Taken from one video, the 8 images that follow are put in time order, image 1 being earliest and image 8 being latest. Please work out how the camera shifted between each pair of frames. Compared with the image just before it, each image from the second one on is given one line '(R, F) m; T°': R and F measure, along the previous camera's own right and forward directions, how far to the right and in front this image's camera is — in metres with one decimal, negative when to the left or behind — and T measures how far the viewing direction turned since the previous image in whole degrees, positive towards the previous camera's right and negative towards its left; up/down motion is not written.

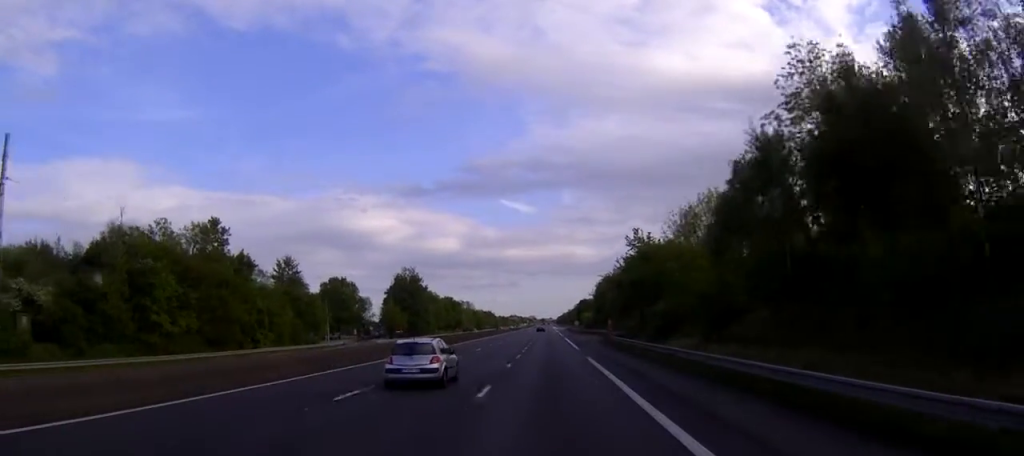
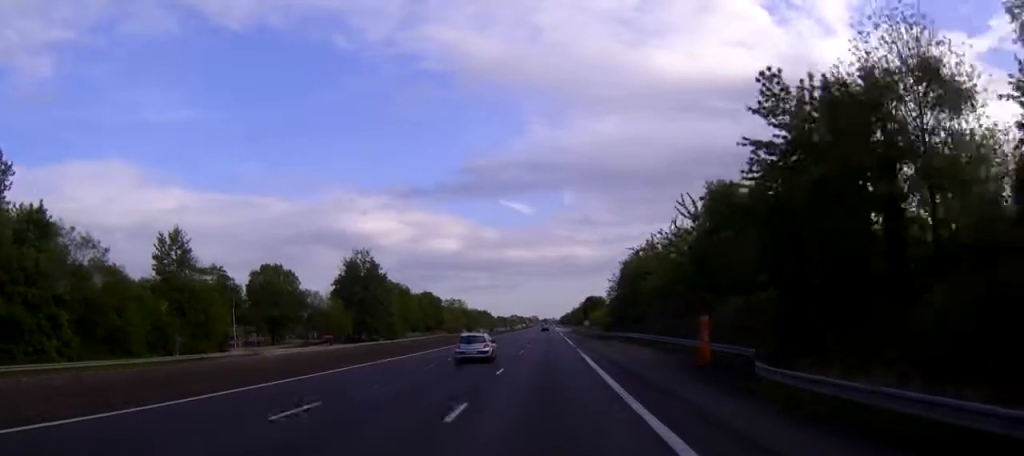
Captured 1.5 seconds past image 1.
(0.0, +43.5) m; 0°
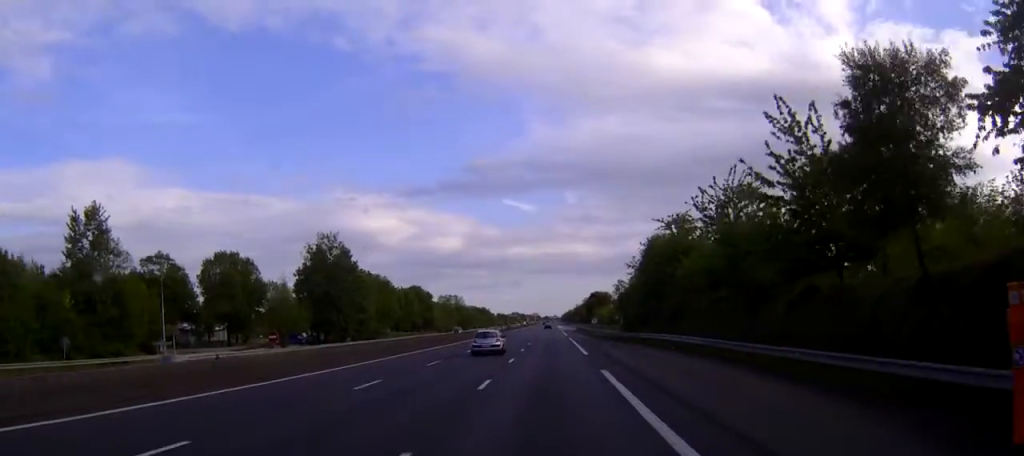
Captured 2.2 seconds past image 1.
(0.0, +19.8) m; 0°
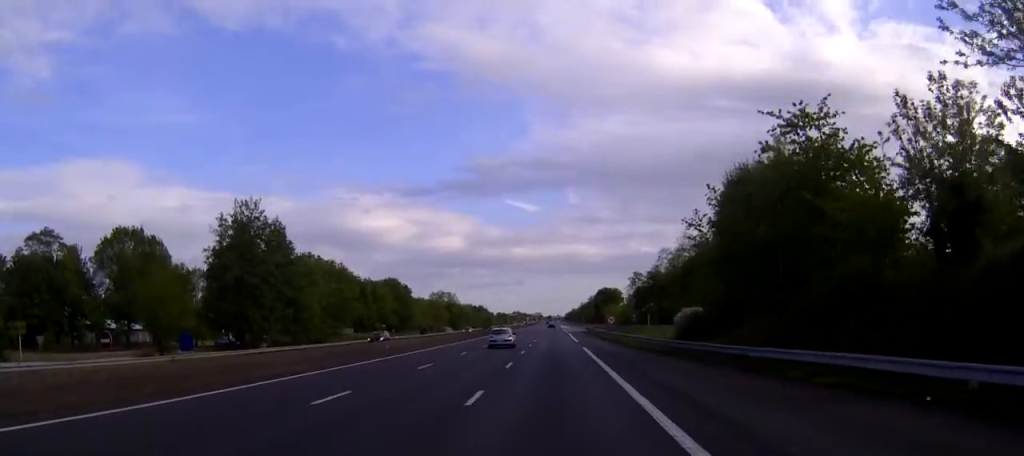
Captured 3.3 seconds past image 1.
(-0.1, +30.2) m; 0°
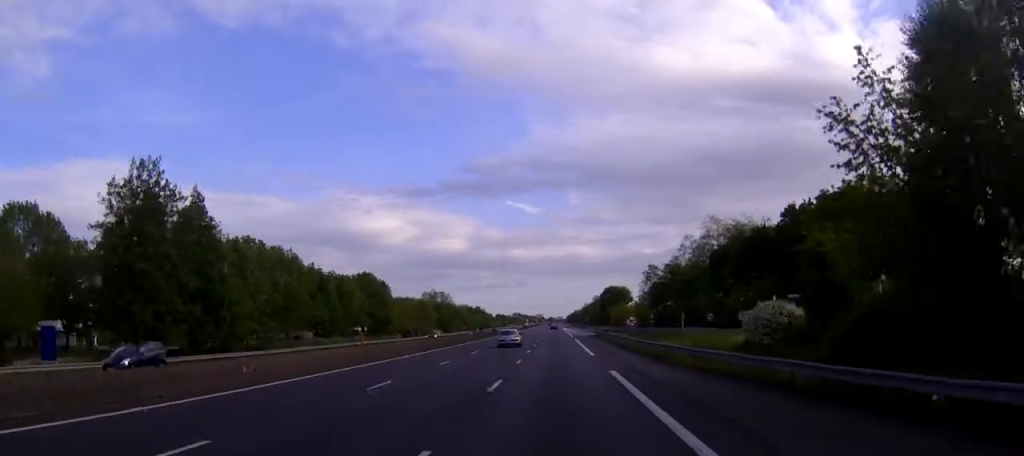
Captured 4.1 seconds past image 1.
(0.0, +21.6) m; 0°
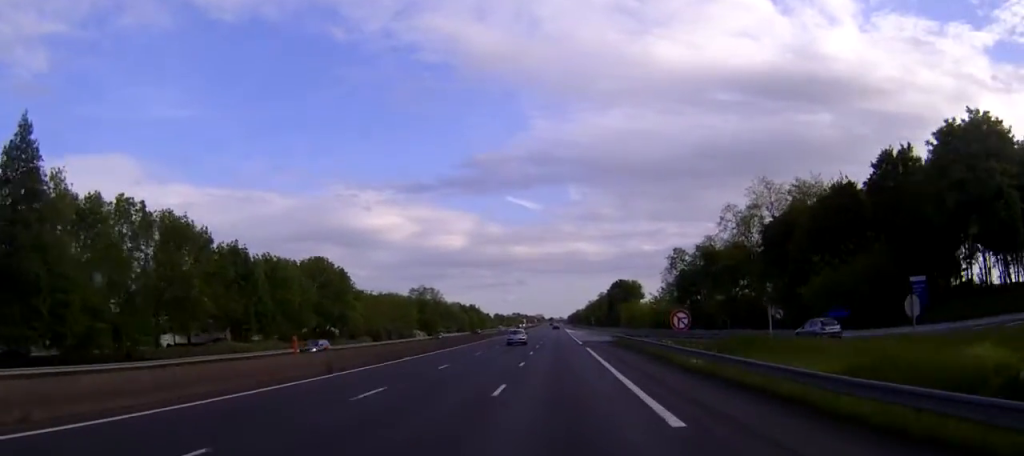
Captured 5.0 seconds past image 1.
(0.0, +26.4) m; 0°
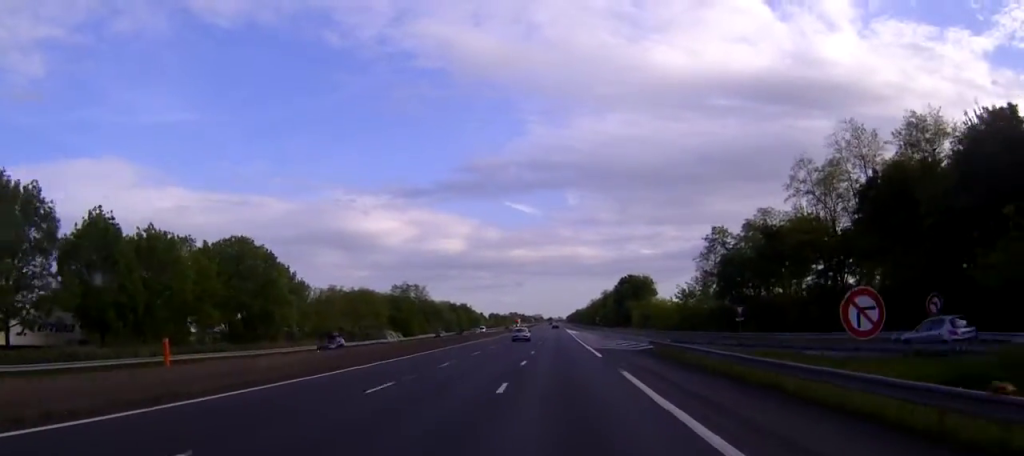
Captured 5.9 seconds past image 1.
(0.0, +26.5) m; 0°
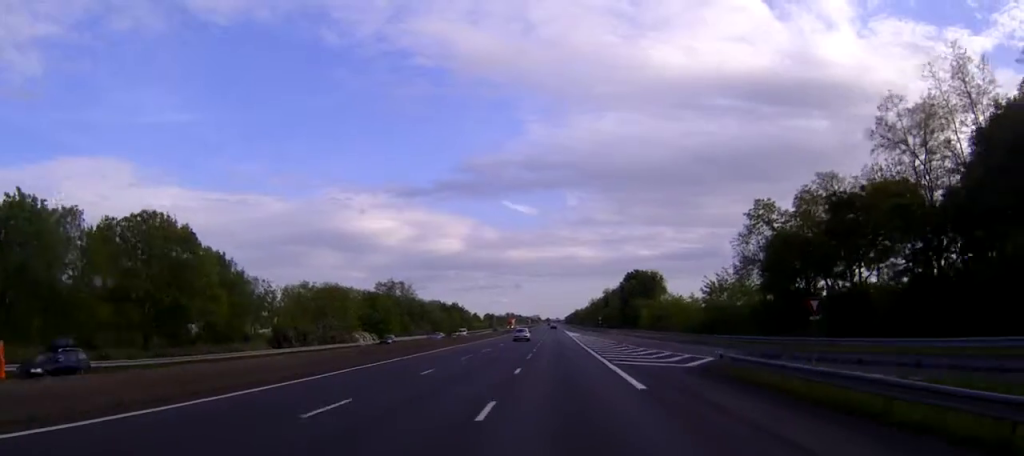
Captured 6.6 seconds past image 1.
(+0.1, +18.0) m; 0°
